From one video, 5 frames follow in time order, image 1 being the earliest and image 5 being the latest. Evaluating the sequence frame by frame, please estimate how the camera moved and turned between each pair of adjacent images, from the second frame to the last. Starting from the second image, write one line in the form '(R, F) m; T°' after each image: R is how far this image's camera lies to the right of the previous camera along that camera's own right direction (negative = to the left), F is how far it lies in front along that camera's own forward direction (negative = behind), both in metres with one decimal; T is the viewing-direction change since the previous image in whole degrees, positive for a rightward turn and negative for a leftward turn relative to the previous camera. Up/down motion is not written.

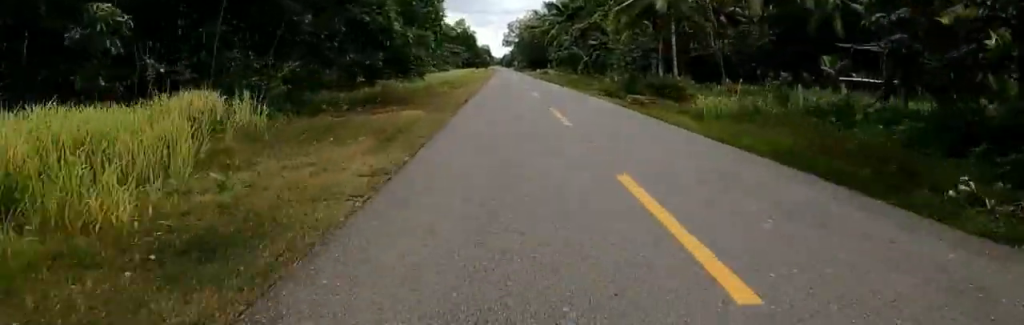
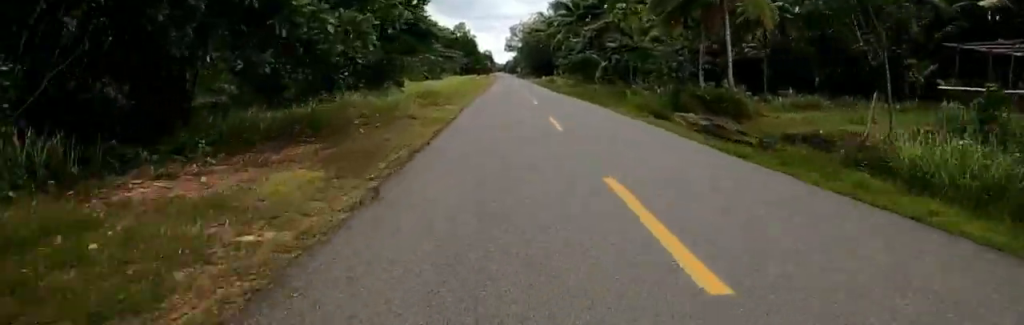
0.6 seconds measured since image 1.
(0.0, +8.0) m; 0°
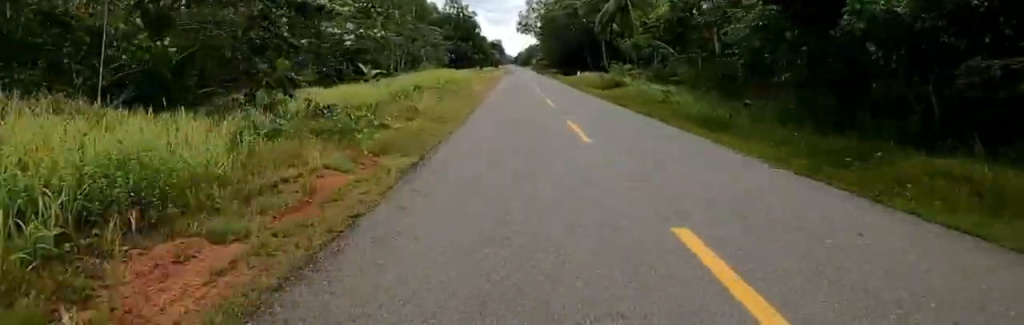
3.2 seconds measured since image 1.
(-1.1, +35.0) m; -4°
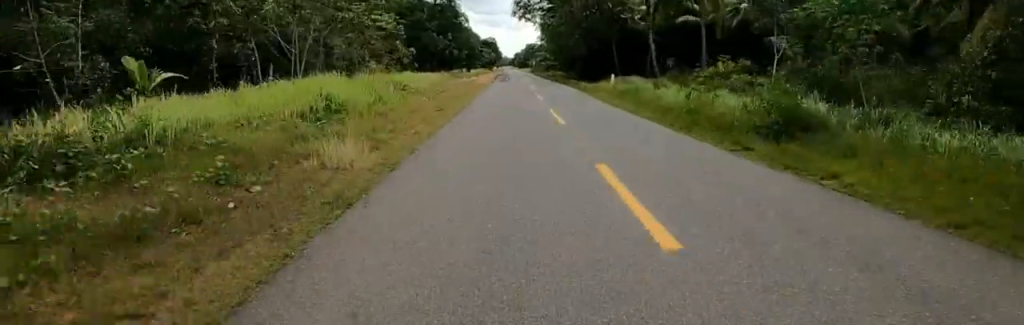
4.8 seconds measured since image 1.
(+0.5, +22.9) m; +1°
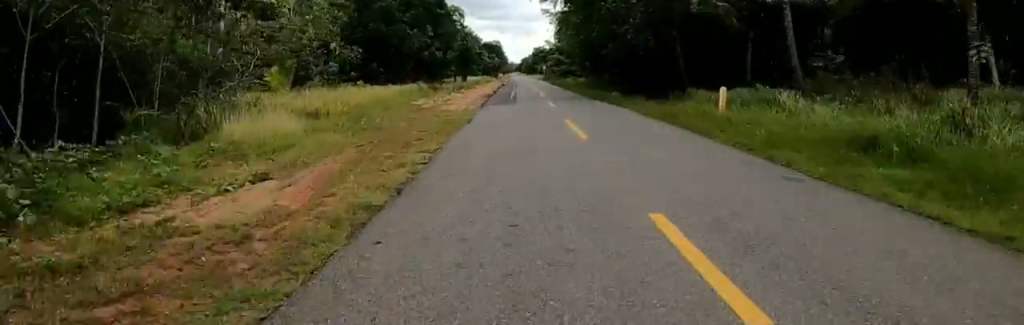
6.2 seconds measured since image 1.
(+0.2, +18.4) m; +4°
